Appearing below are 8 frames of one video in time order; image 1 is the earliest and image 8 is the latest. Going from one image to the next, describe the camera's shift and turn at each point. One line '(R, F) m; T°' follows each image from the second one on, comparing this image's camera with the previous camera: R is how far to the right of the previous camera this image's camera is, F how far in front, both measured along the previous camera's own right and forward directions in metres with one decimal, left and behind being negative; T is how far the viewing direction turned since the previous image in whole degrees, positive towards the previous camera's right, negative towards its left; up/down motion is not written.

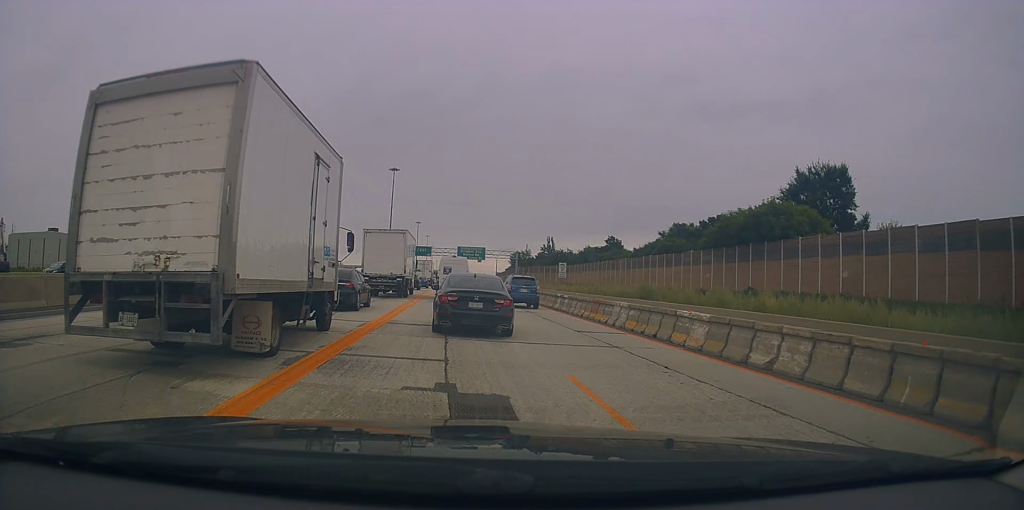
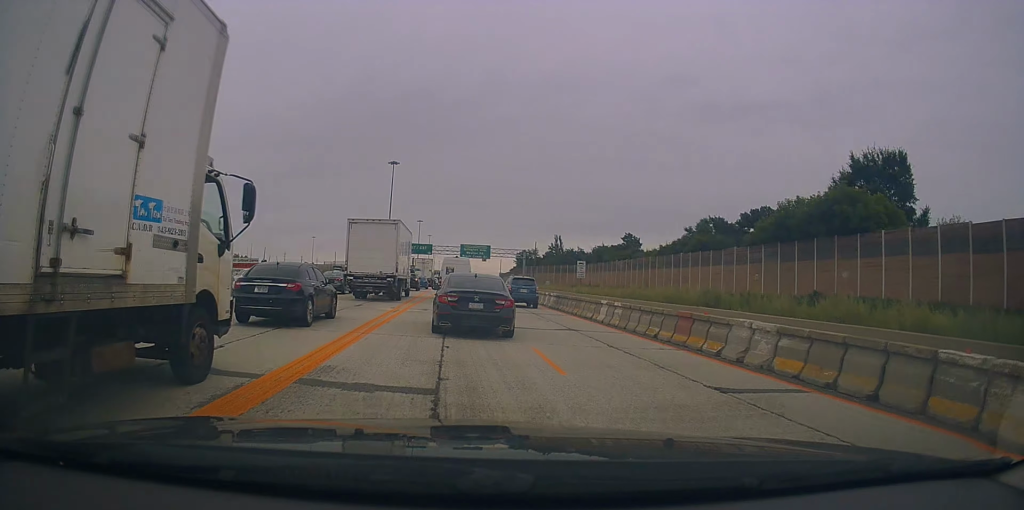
(-0.1, +9.1) m; 0°
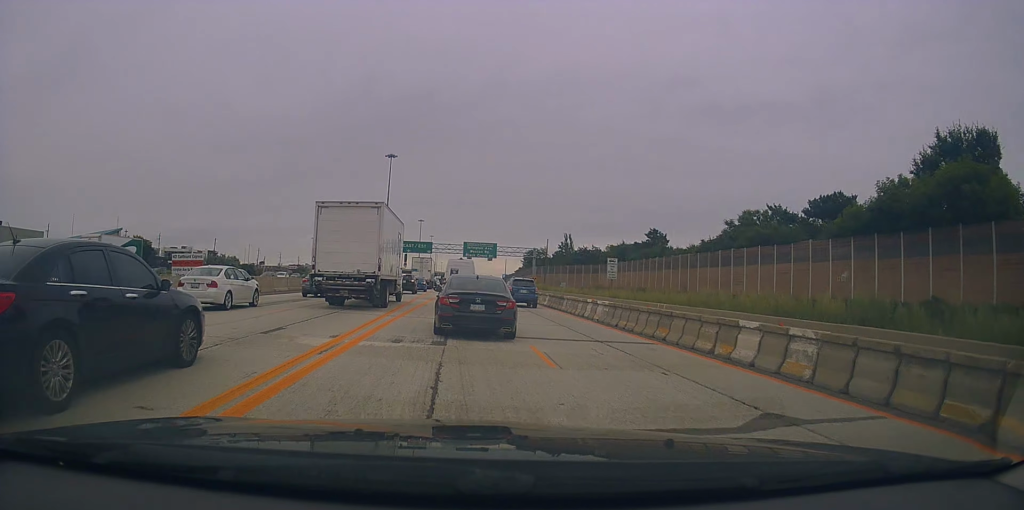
(+0.2, +11.4) m; 0°
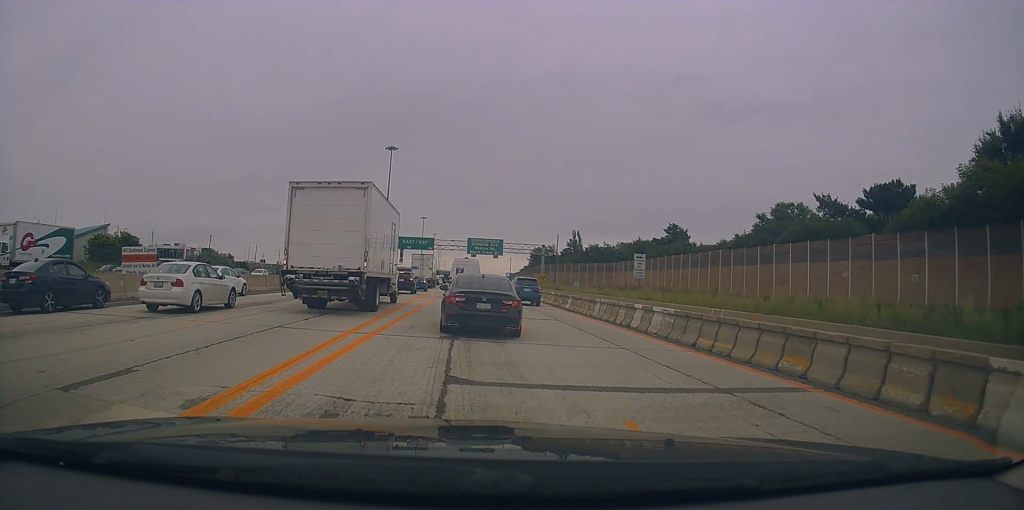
(-0.2, +6.6) m; 0°
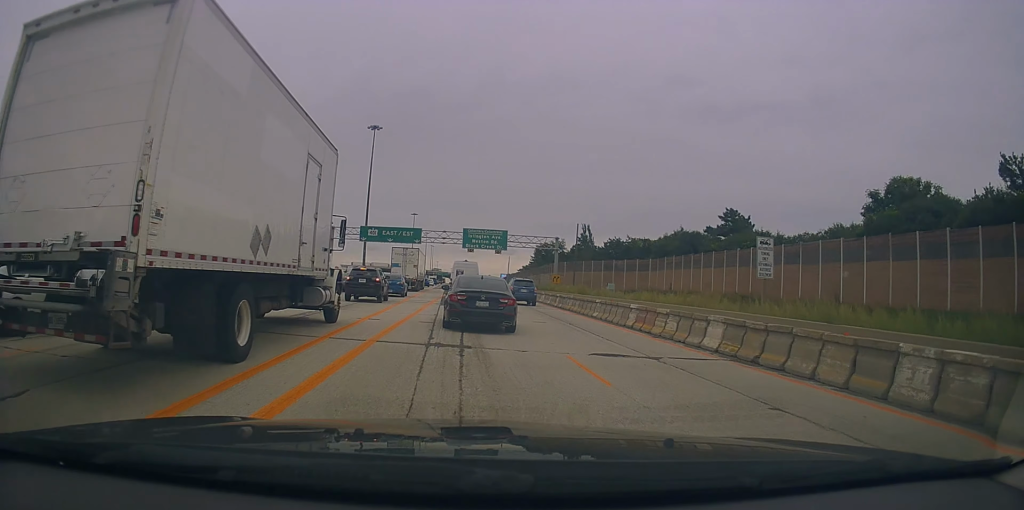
(+0.1, +19.2) m; 0°
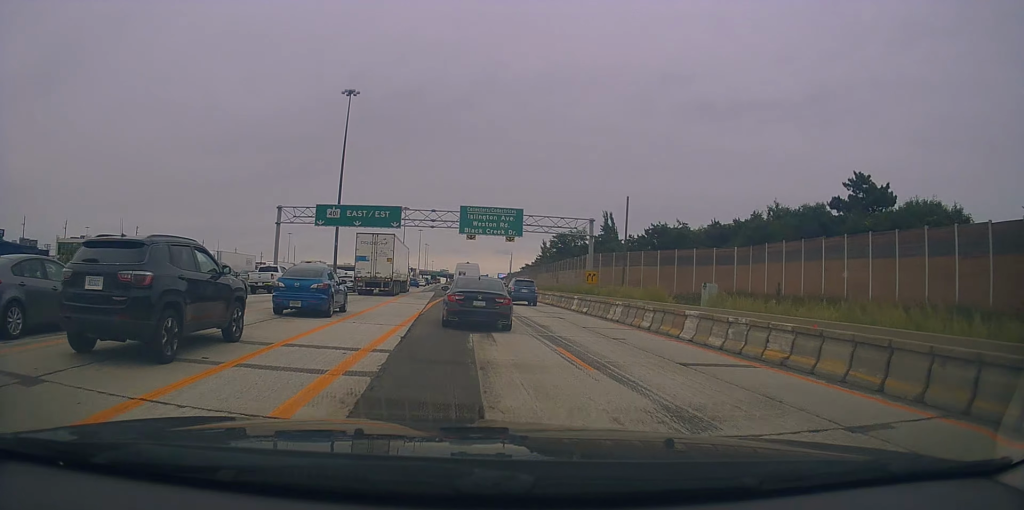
(+0.1, +22.8) m; 0°
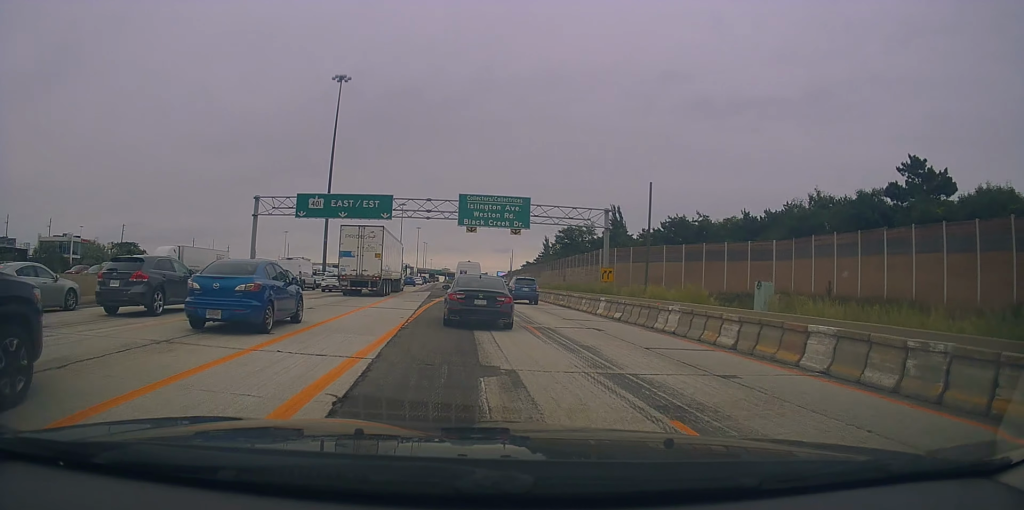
(-0.1, +6.4) m; 0°
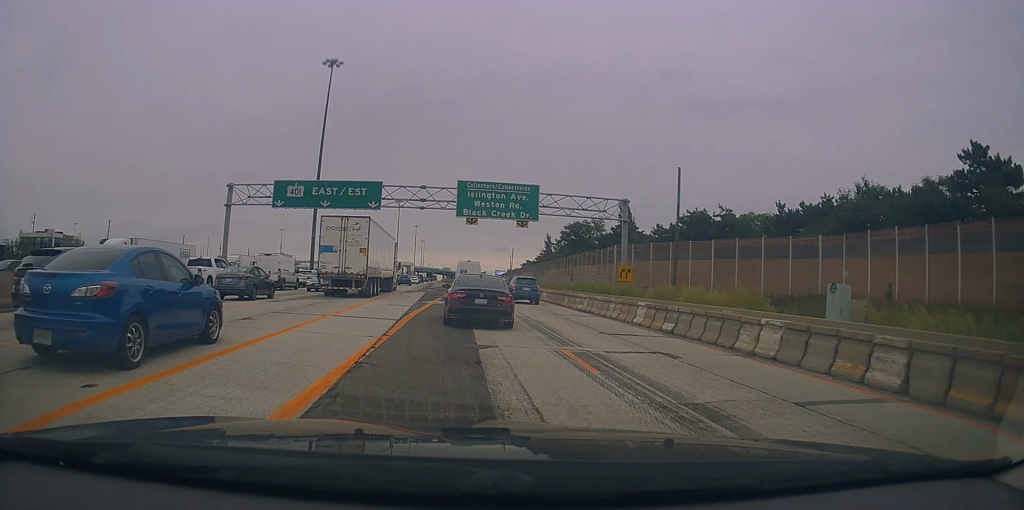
(+0.1, +6.0) m; +1°
